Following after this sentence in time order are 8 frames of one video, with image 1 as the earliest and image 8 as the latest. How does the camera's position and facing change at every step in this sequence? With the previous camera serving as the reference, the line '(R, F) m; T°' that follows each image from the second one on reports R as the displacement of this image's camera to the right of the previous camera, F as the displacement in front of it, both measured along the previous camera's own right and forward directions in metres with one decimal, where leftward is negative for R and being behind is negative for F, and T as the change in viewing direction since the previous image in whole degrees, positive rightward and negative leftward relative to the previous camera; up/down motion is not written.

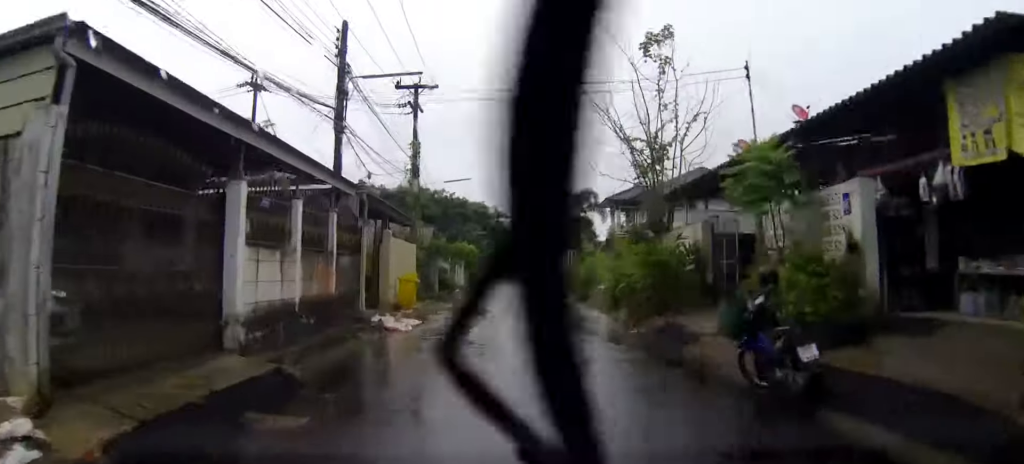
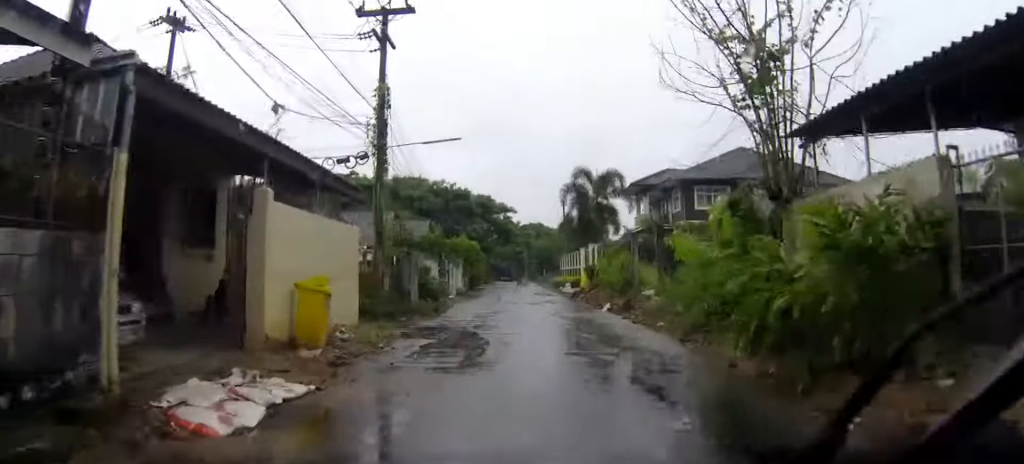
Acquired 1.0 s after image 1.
(-0.1, +10.3) m; 0°
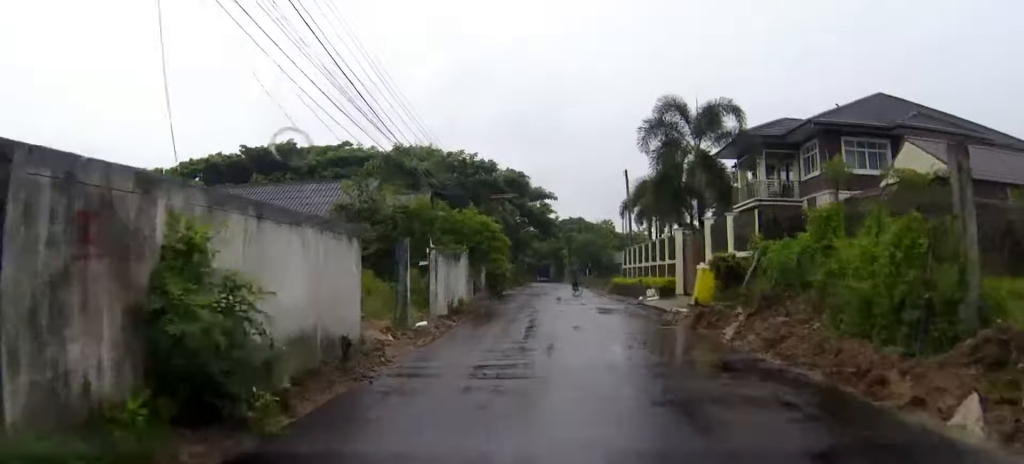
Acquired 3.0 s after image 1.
(-0.1, +20.5) m; -1°
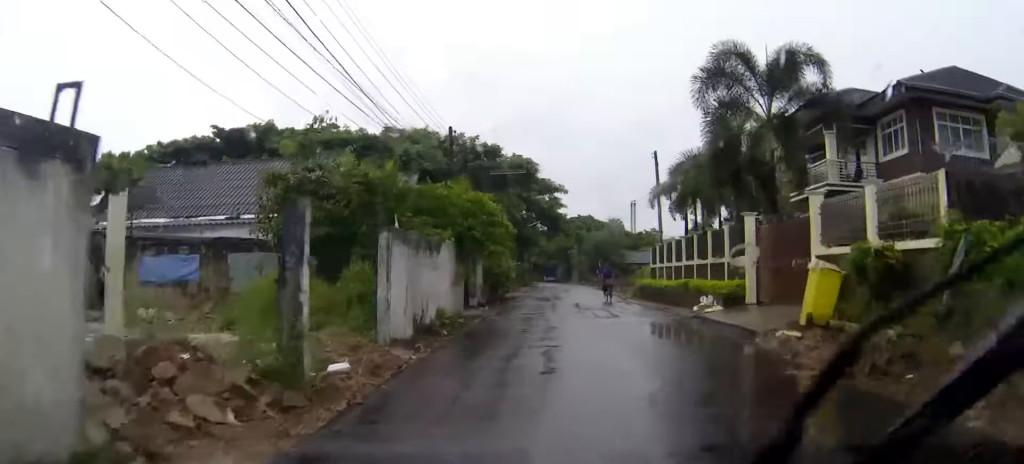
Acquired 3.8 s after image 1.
(-0.1, +8.0) m; -1°
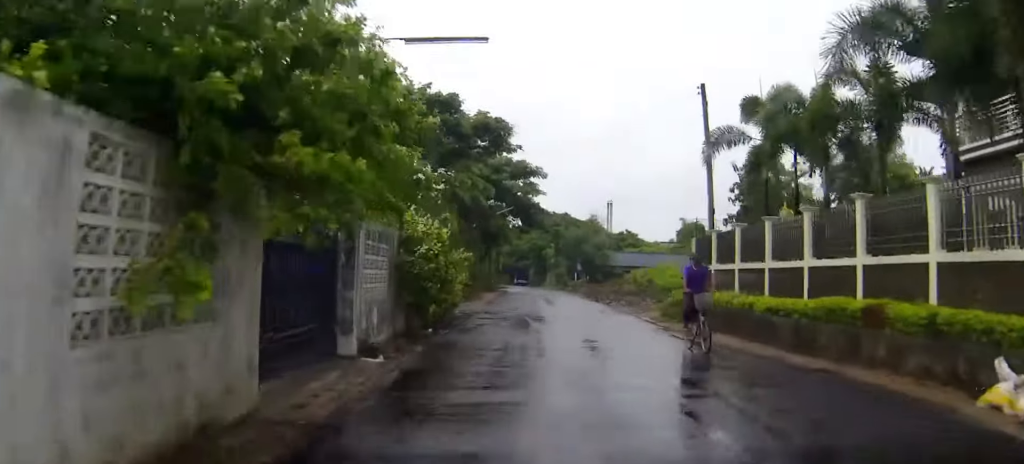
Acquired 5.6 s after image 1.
(0.0, +15.4) m; +1°
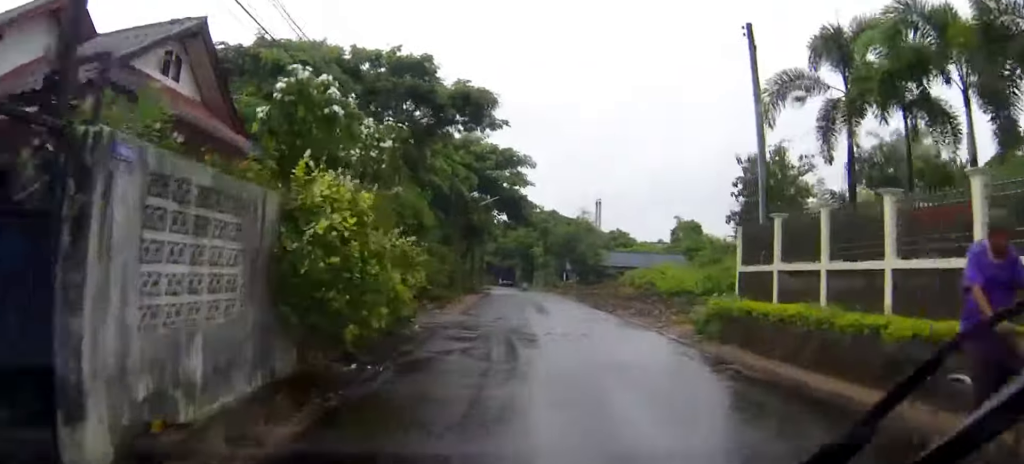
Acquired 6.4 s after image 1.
(+0.1, +6.5) m; +1°
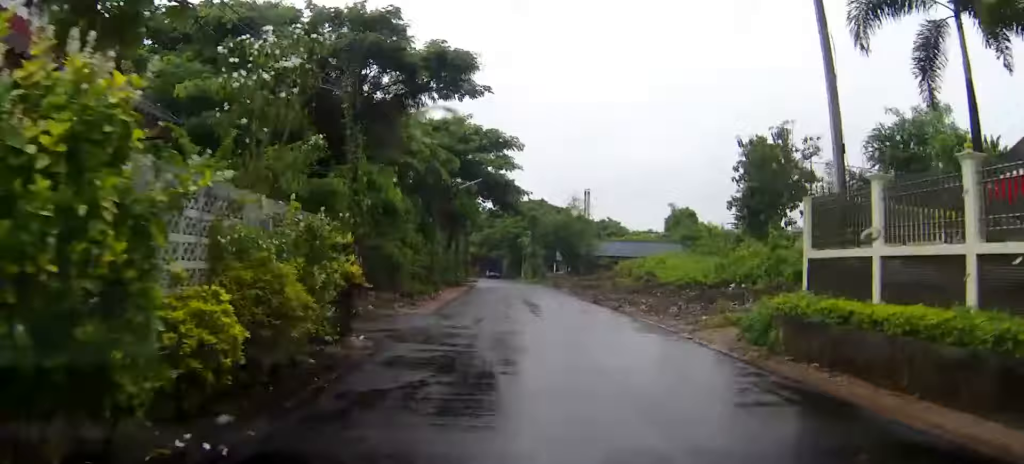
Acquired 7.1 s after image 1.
(0.0, +5.1) m; 0°
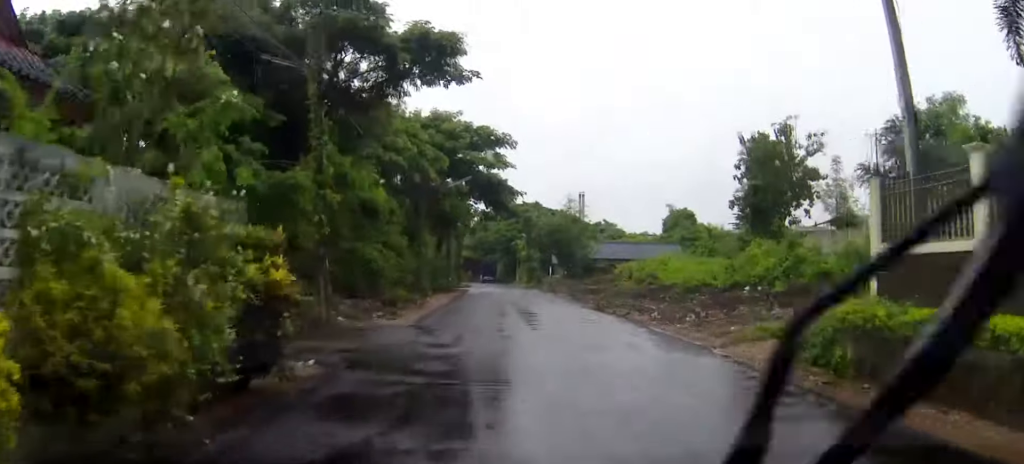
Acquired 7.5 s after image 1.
(0.0, +3.0) m; 0°
